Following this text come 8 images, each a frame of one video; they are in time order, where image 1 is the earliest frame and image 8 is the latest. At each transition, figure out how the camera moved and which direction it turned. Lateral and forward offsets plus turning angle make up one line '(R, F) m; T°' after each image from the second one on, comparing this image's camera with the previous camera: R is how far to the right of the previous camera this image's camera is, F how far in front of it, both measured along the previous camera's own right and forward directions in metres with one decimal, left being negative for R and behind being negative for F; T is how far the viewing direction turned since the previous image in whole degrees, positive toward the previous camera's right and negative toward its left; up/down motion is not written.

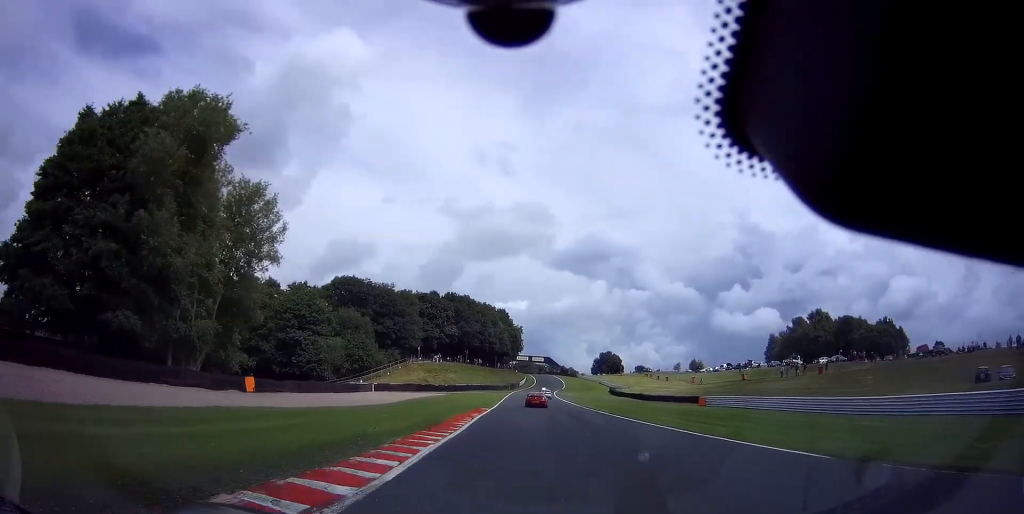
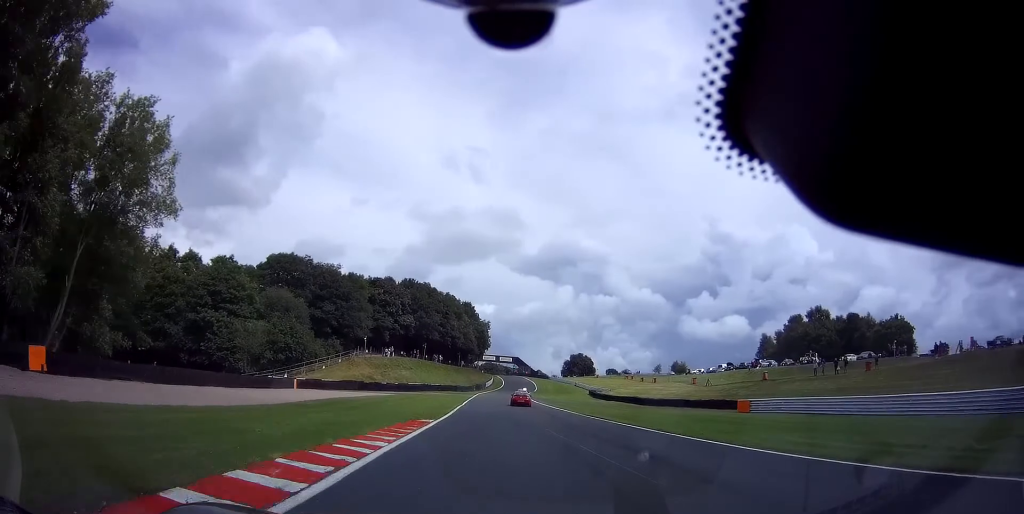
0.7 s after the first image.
(+0.8, +17.0) m; +3°
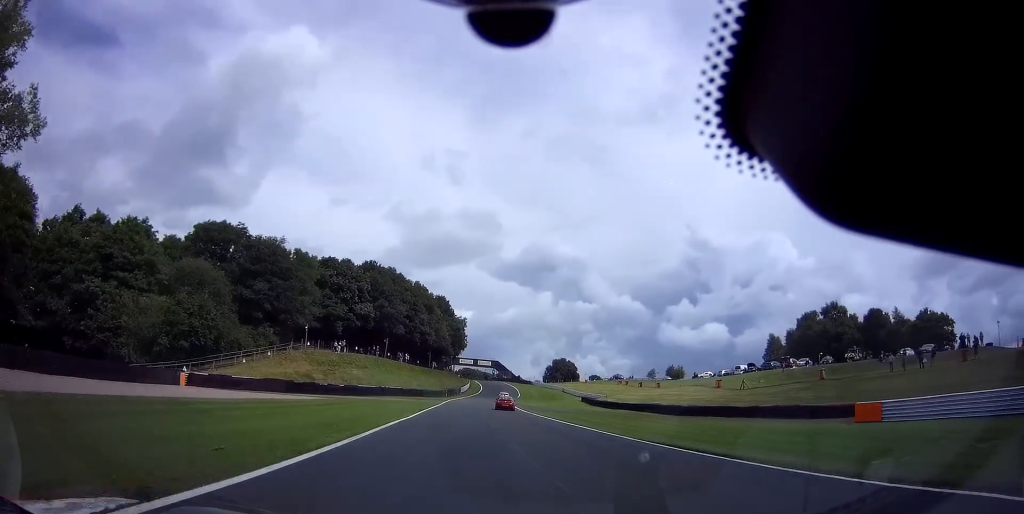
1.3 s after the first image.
(+0.4, +17.6) m; +2°
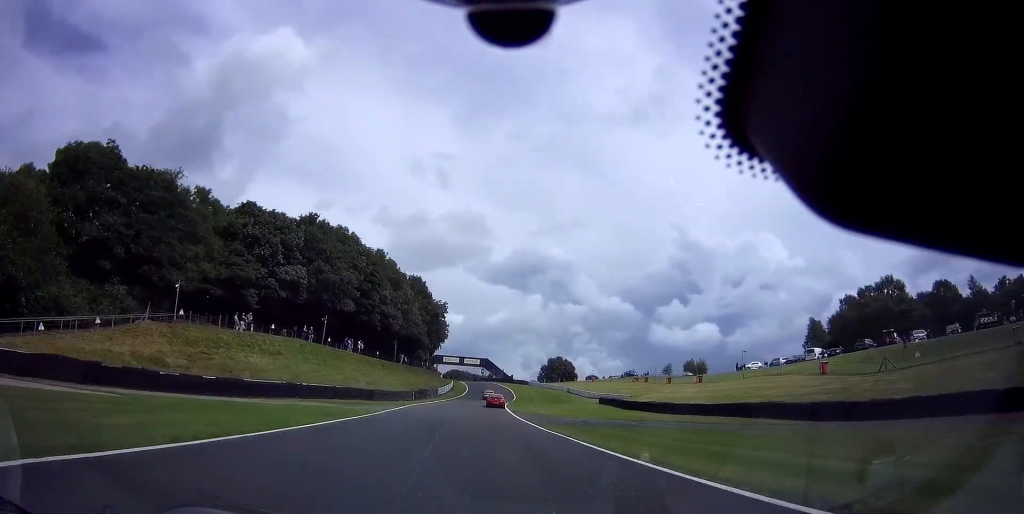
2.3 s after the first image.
(+0.6, +25.9) m; +1°
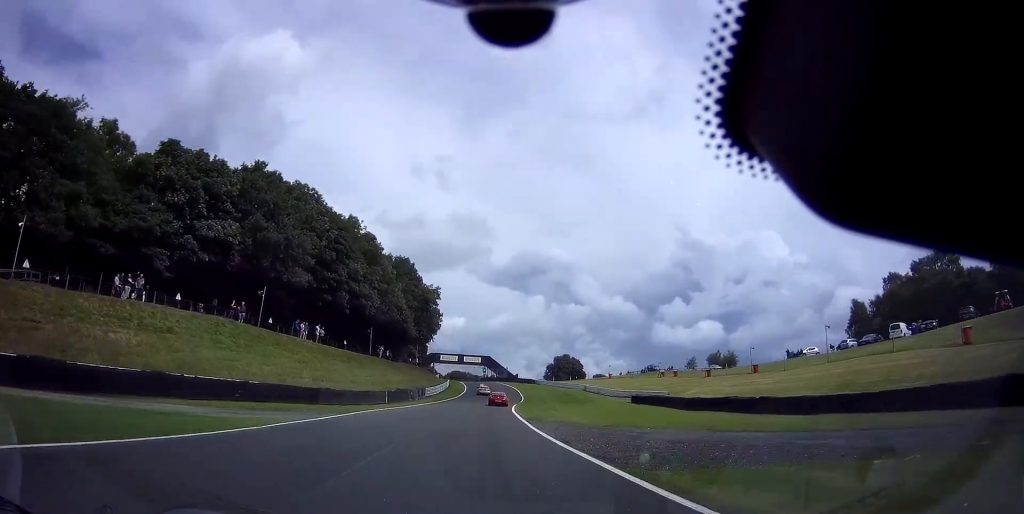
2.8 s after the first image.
(+0.1, +16.7) m; 0°
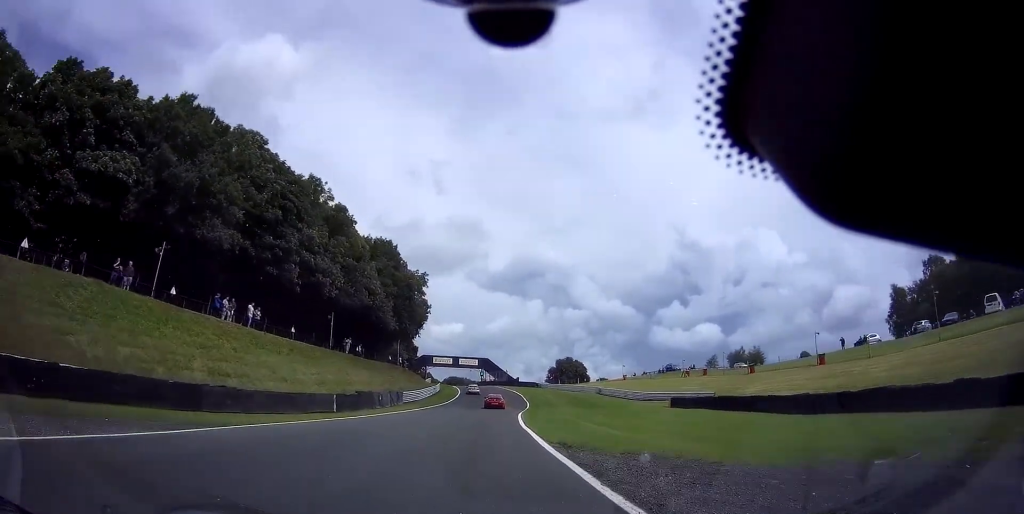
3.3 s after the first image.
(0.0, +14.1) m; 0°
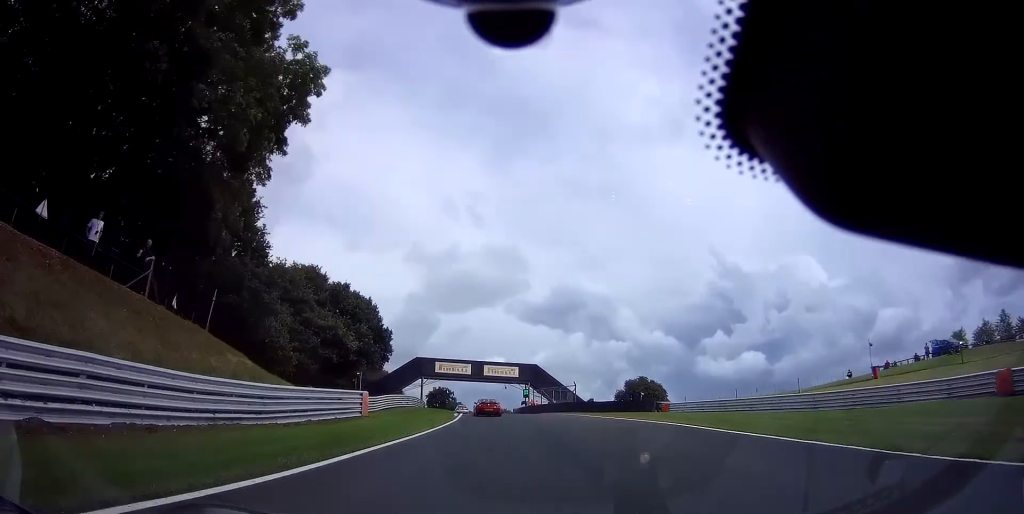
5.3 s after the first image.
(-1.7, +64.0) m; -4°
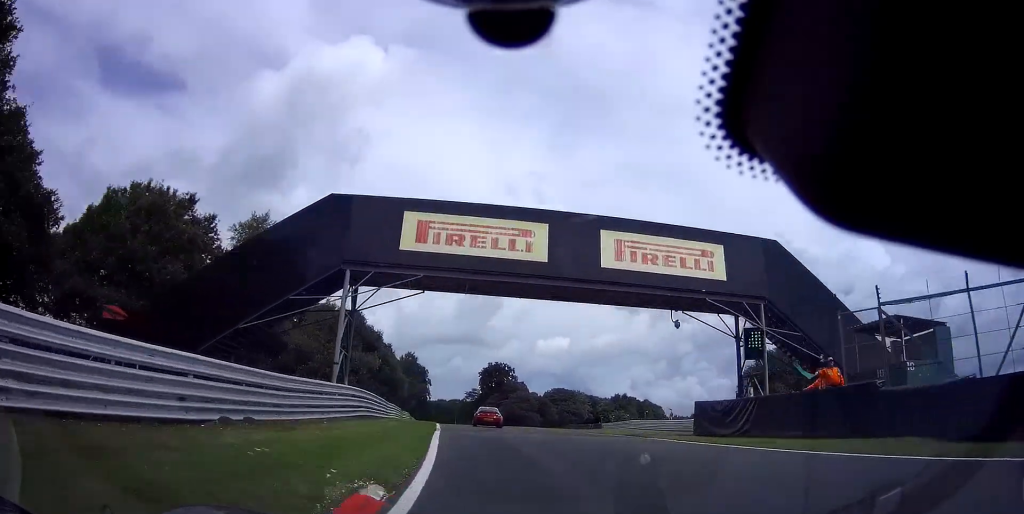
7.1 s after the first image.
(-3.0, +57.4) m; -6°
